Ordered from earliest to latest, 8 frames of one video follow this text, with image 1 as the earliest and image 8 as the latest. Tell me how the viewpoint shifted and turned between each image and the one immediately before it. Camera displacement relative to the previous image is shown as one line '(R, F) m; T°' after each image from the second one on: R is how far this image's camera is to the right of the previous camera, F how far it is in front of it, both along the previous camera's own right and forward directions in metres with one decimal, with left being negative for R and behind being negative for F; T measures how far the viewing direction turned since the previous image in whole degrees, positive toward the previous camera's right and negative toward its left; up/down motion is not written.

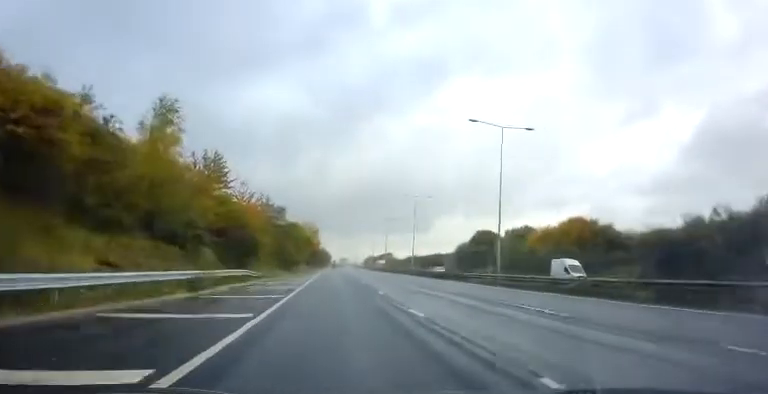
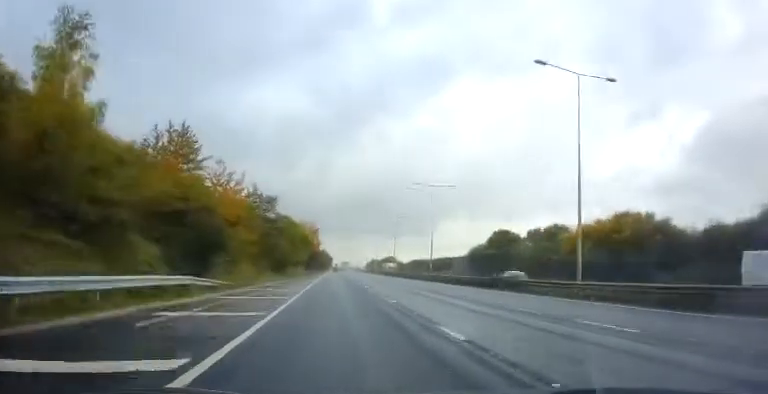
(-0.1, +11.8) m; +1°
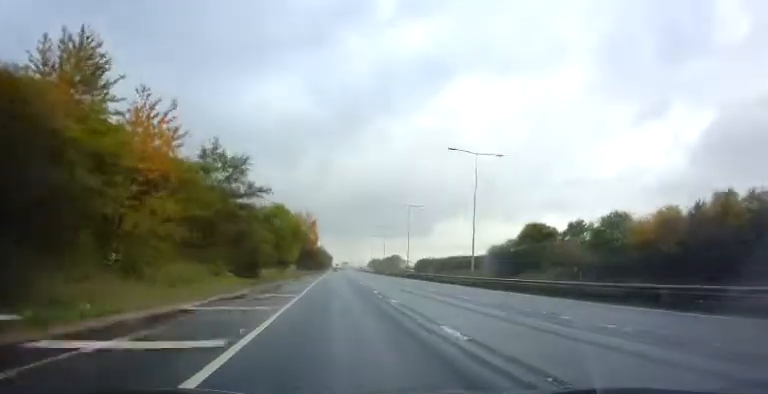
(+0.3, +17.3) m; 0°
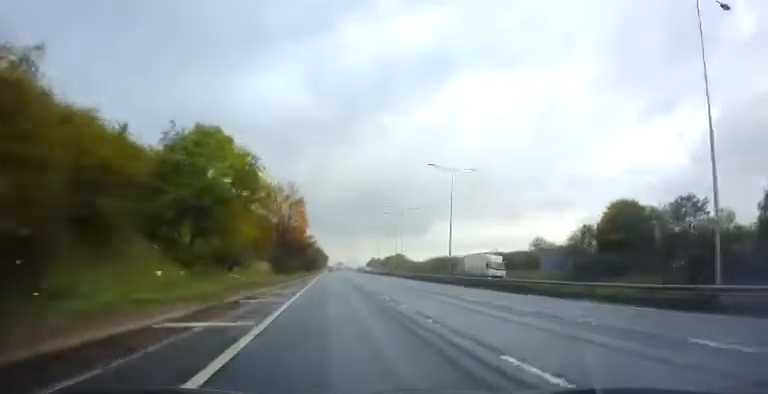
(-0.3, +29.0) m; 0°
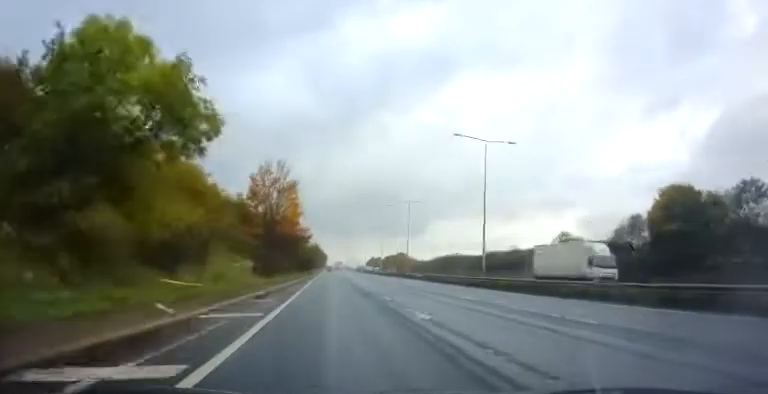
(+0.3, +11.0) m; +1°
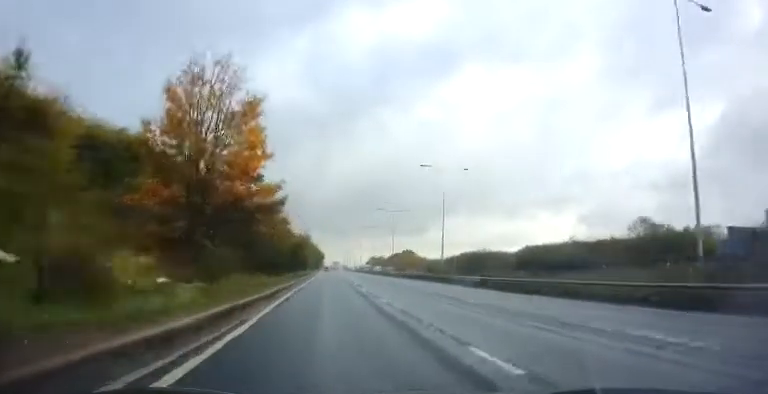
(+0.3, +24.1) m; 0°
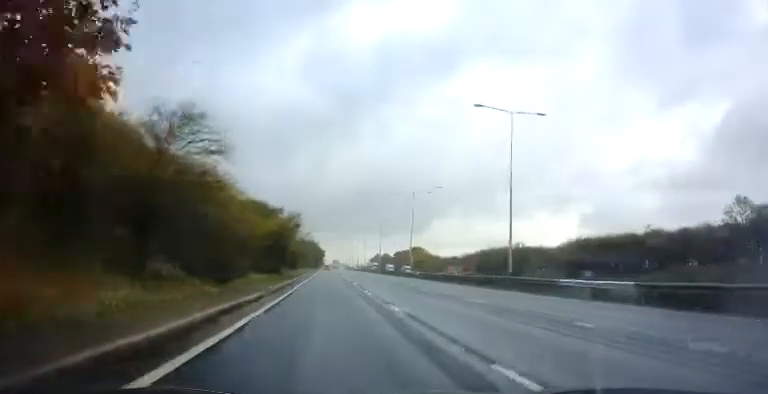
(-0.3, +18.6) m; 0°
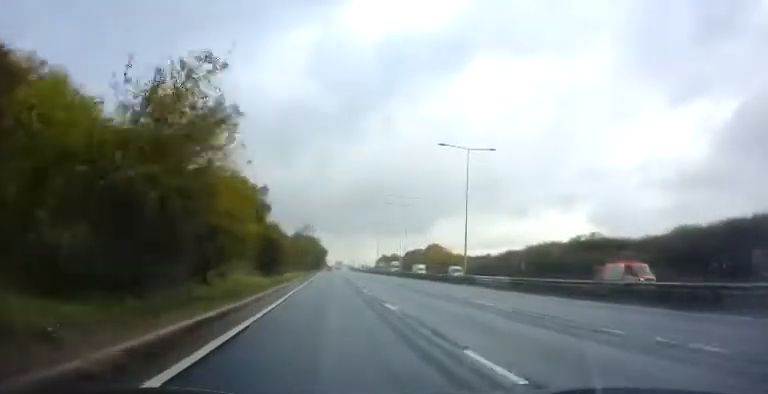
(+0.2, +24.8) m; 0°
